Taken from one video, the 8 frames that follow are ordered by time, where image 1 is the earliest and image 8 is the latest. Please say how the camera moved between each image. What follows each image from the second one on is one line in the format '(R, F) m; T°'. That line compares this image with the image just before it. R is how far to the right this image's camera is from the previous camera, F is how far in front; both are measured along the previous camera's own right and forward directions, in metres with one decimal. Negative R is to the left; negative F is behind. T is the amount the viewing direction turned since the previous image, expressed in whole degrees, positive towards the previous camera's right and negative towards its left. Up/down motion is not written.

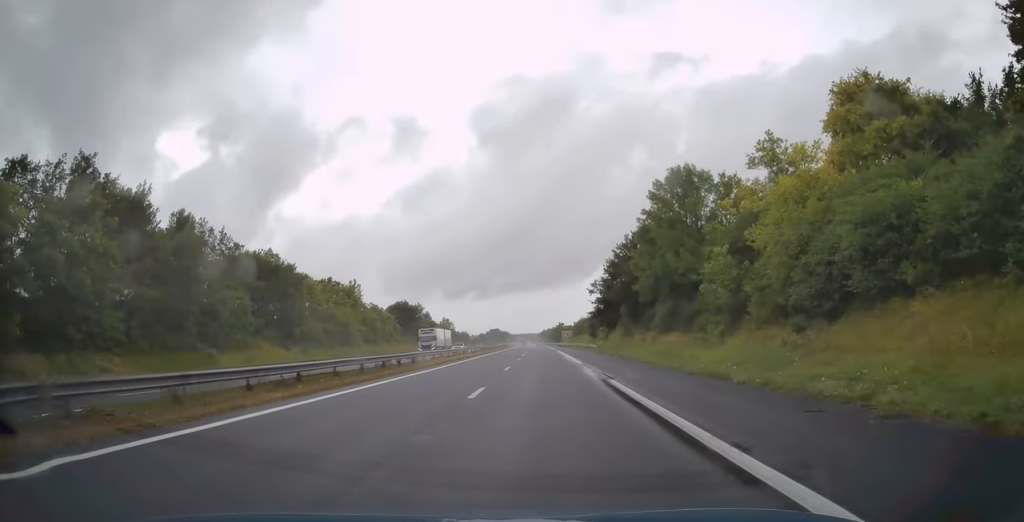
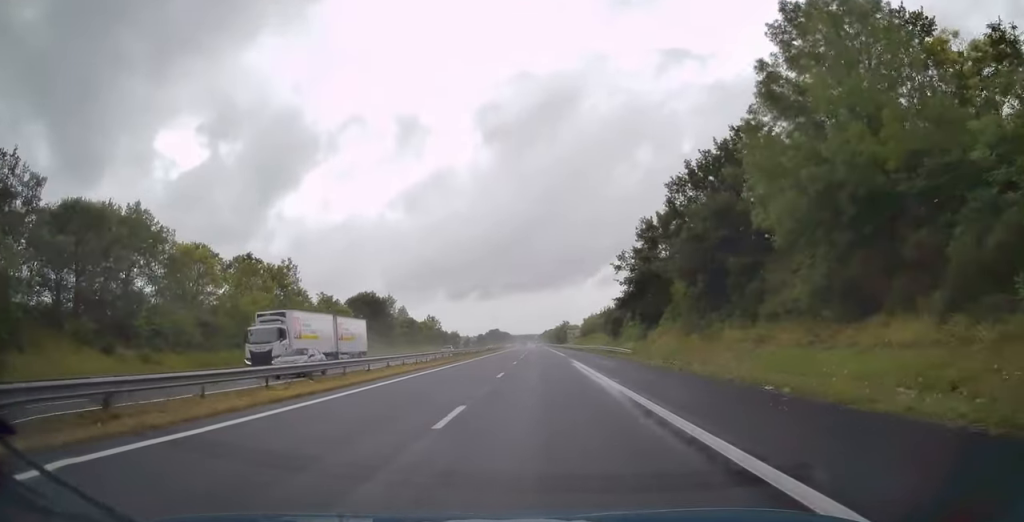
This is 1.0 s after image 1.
(0.0, +30.8) m; 0°
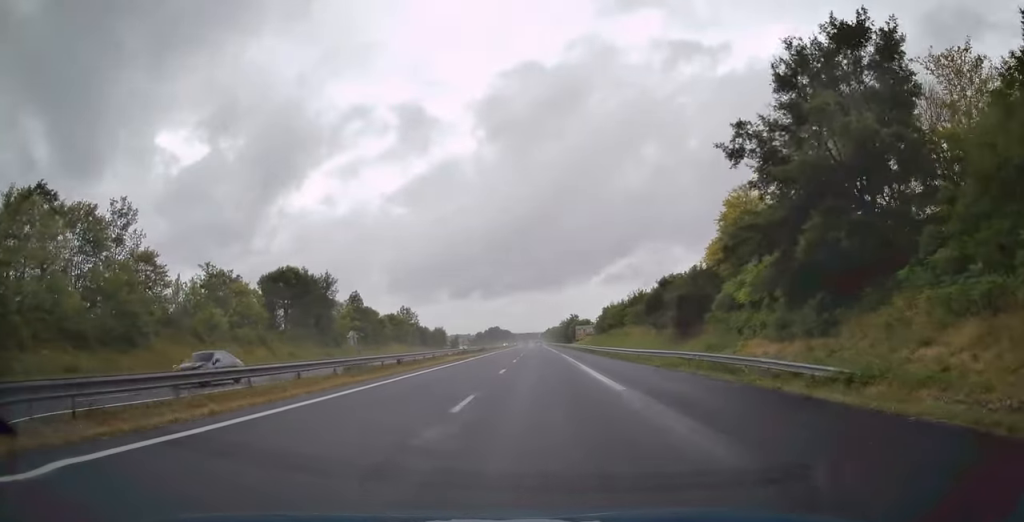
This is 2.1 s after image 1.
(-0.1, +37.3) m; -1°
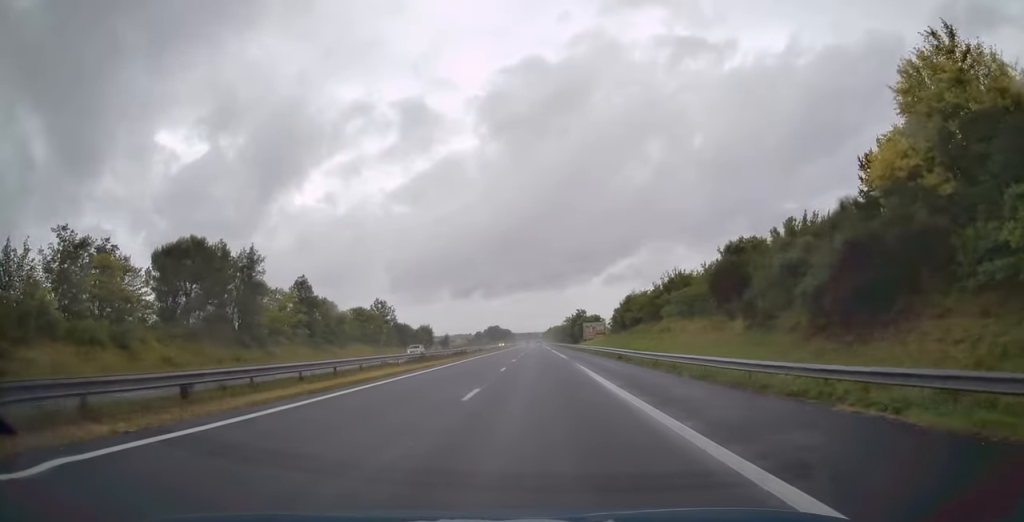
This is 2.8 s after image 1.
(-0.1, +23.7) m; 0°
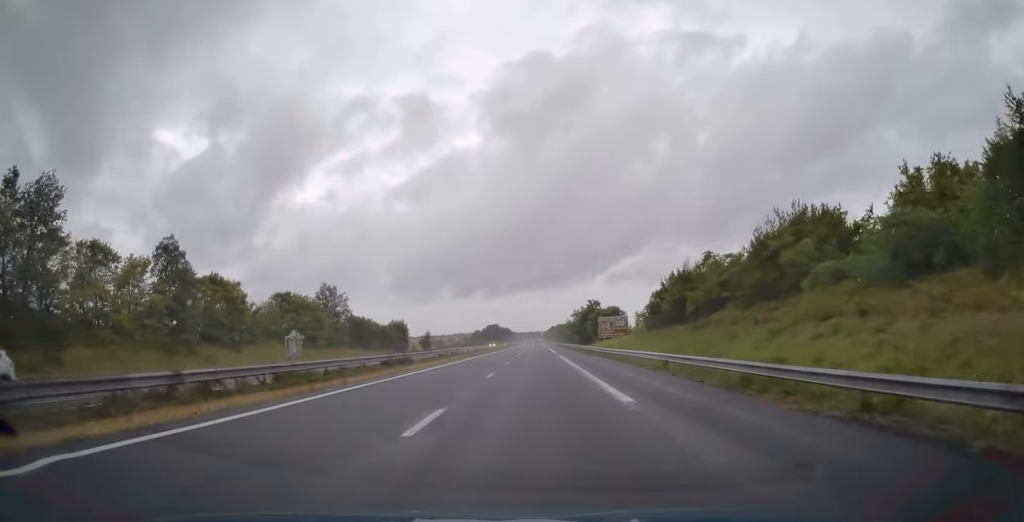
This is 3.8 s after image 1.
(0.0, +30.7) m; 0°
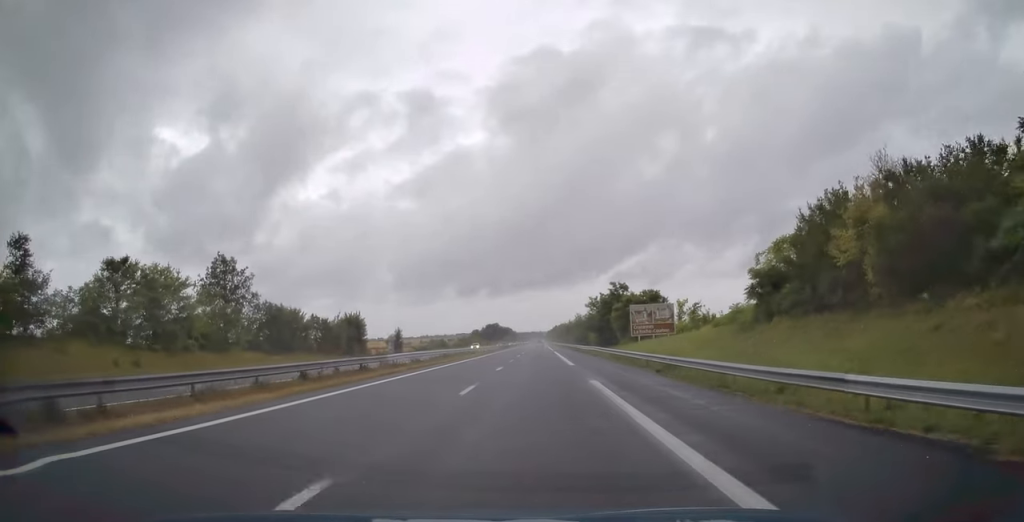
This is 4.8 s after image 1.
(0.0, +32.3) m; 0°
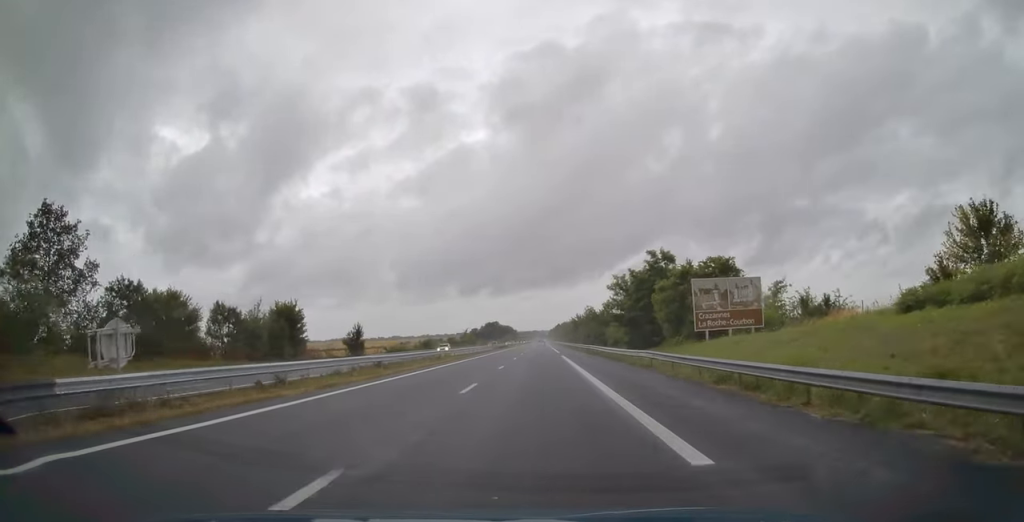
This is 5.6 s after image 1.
(0.0, +25.8) m; 0°
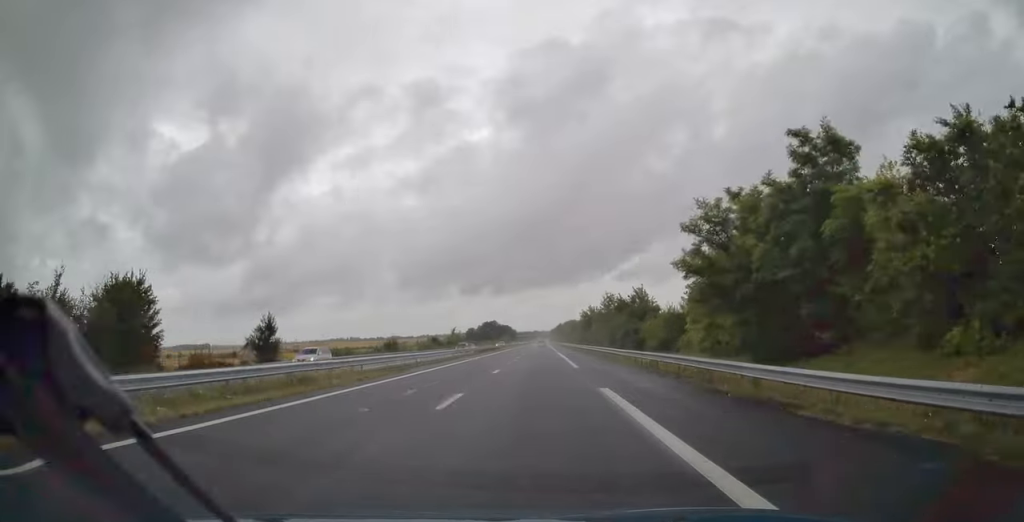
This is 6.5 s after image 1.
(+0.1, +29.7) m; 0°
